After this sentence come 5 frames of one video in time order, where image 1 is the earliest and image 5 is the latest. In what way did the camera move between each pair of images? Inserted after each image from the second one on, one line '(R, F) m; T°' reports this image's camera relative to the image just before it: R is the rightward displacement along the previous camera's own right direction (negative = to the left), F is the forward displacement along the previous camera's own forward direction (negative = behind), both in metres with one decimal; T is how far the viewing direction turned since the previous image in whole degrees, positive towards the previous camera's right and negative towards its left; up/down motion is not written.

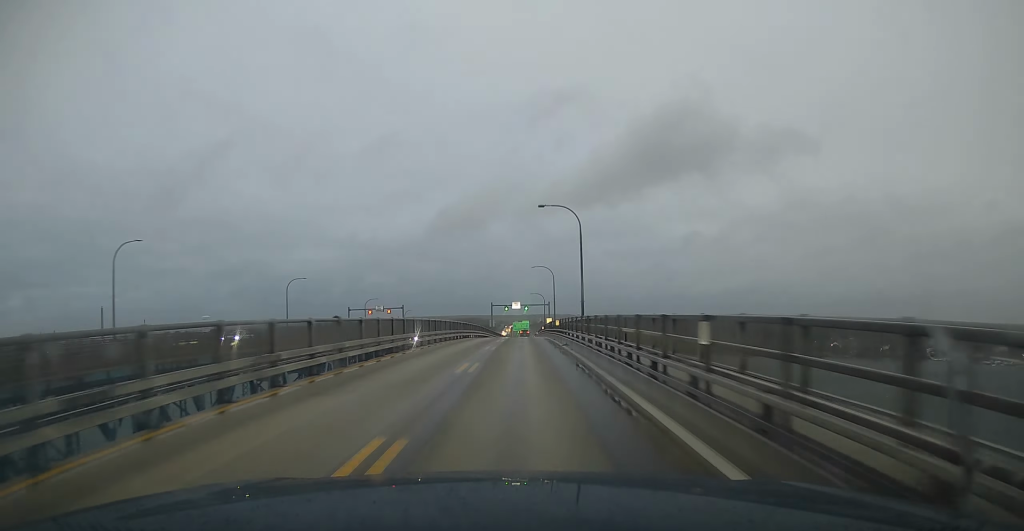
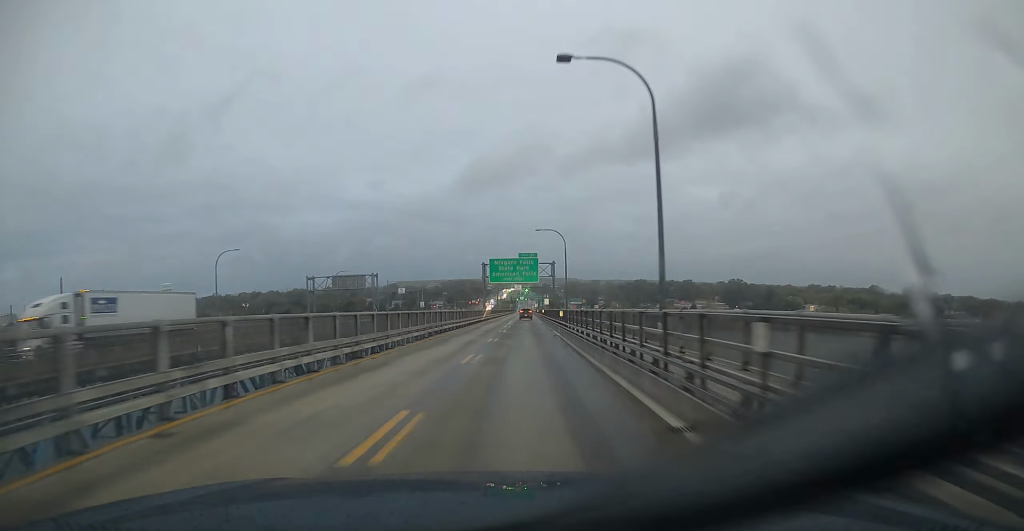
(0.0, +205.3) m; 0°
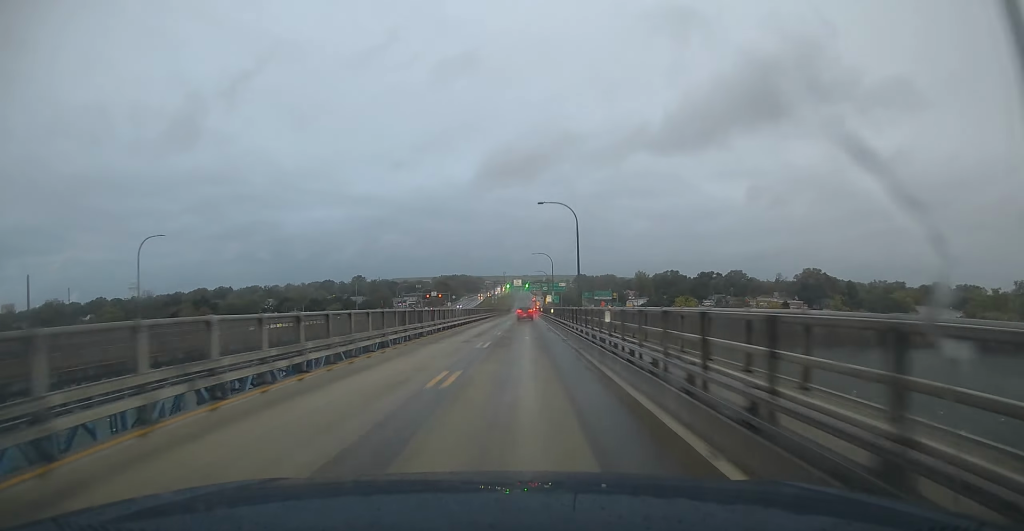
(-0.1, +151.8) m; +1°
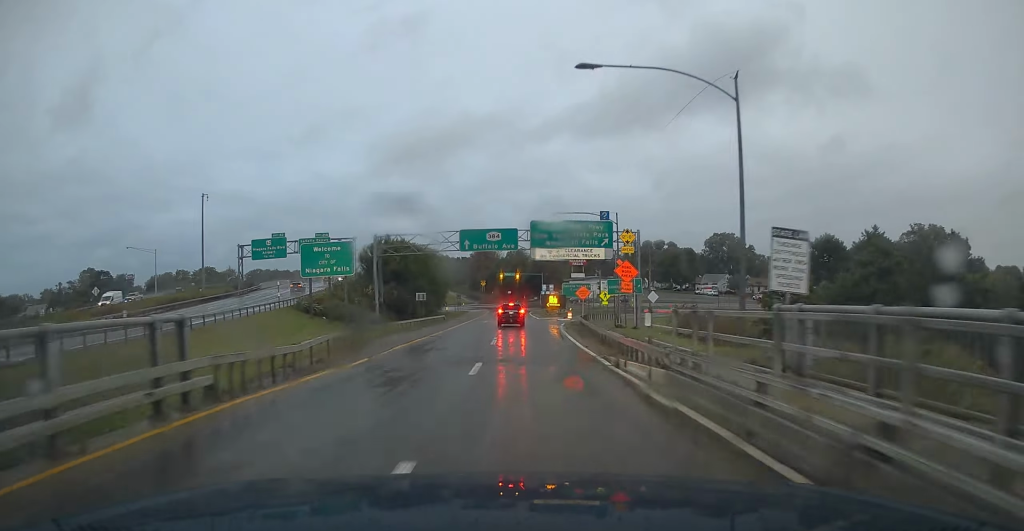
(+15.9, +213.0) m; +12°
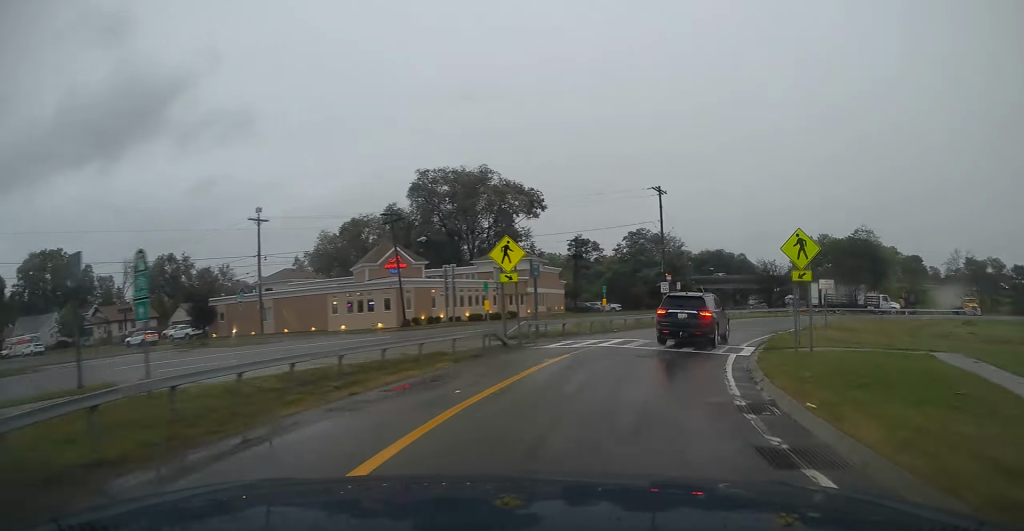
(+45.3, +91.6) m; +82°
